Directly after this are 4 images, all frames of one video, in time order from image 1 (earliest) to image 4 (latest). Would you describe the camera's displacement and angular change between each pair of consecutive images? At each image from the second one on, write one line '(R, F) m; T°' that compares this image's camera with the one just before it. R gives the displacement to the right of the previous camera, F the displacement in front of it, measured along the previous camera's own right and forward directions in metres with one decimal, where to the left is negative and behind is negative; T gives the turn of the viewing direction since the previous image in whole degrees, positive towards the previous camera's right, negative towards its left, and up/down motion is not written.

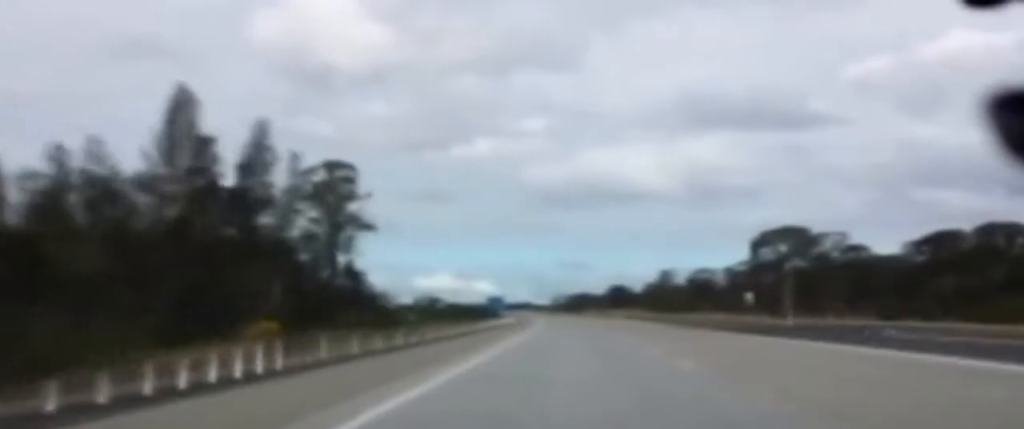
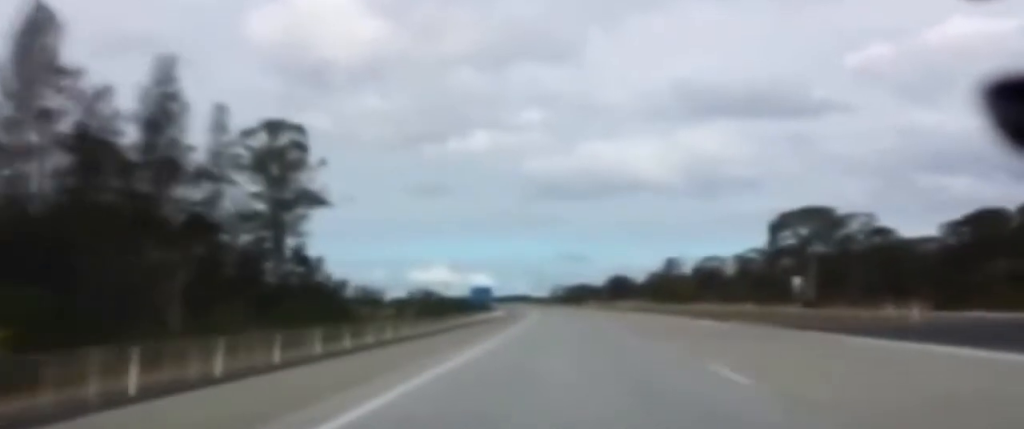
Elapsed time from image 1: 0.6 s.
(-0.2, +17.6) m; 0°
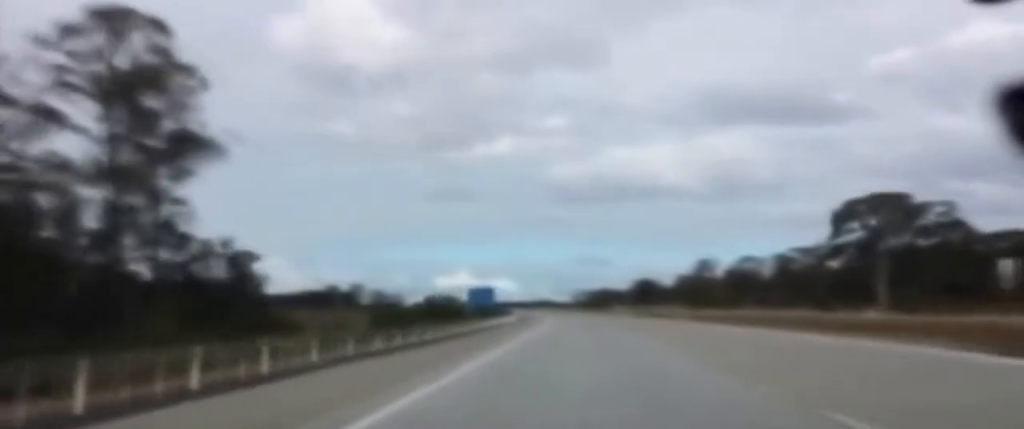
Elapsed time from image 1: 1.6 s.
(-0.1, +32.2) m; -1°
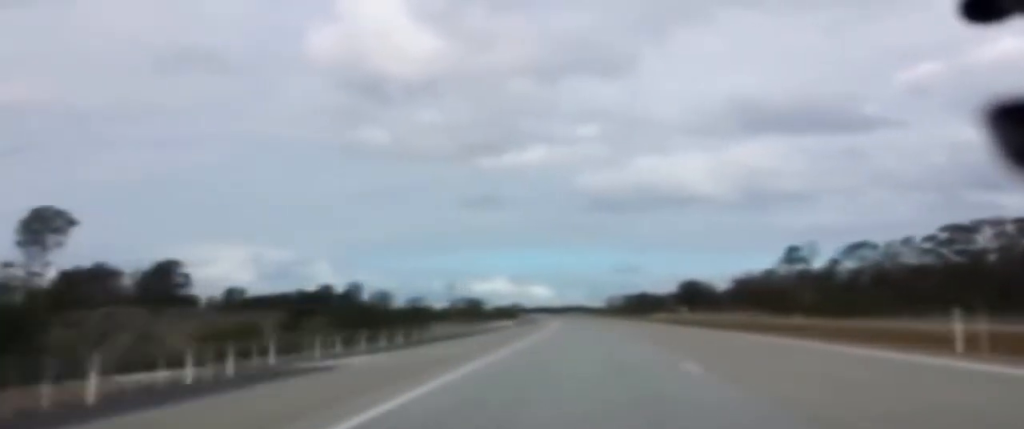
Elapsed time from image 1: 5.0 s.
(-0.1, +104.5) m; -1°
